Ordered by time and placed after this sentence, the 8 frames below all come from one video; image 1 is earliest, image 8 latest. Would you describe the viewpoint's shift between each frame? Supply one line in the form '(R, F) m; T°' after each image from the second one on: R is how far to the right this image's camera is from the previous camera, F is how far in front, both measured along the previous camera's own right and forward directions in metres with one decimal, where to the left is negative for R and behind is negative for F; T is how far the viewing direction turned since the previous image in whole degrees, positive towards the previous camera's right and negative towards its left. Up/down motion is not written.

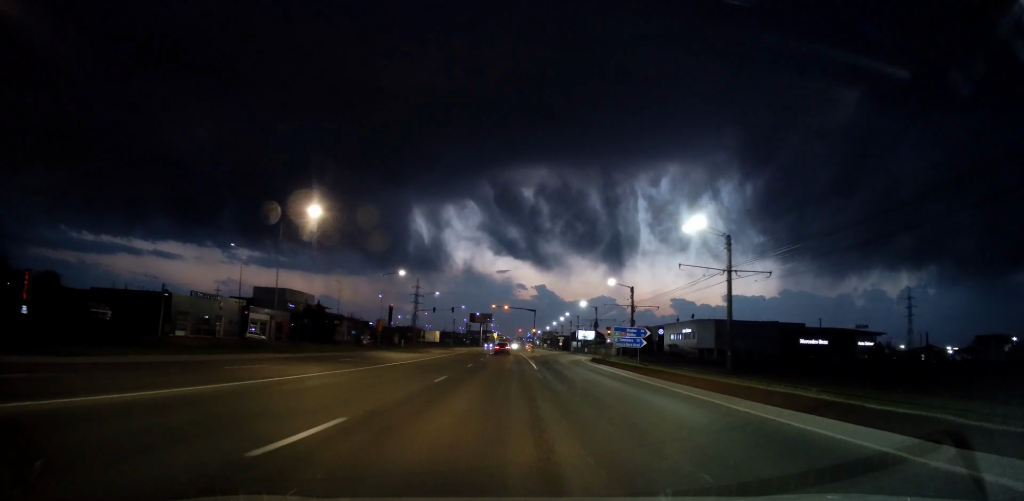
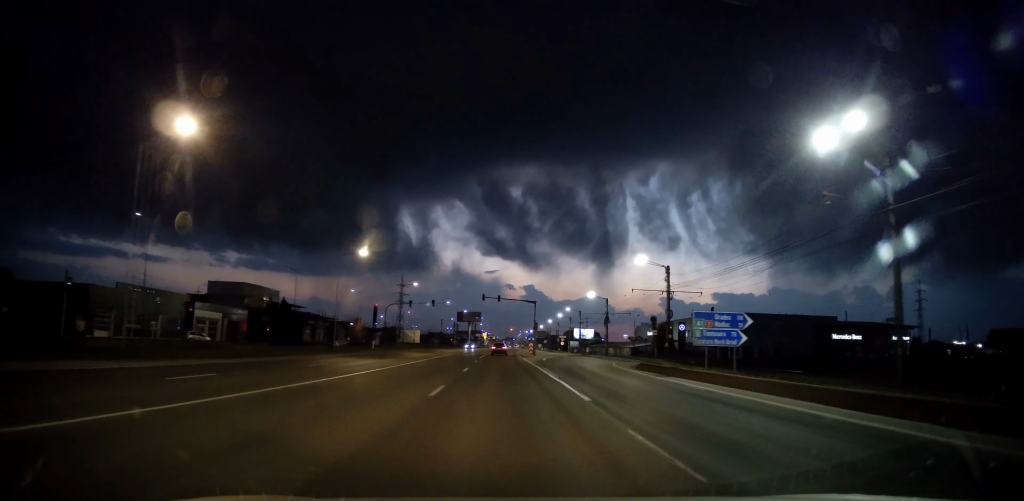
(+0.1, +15.7) m; 0°
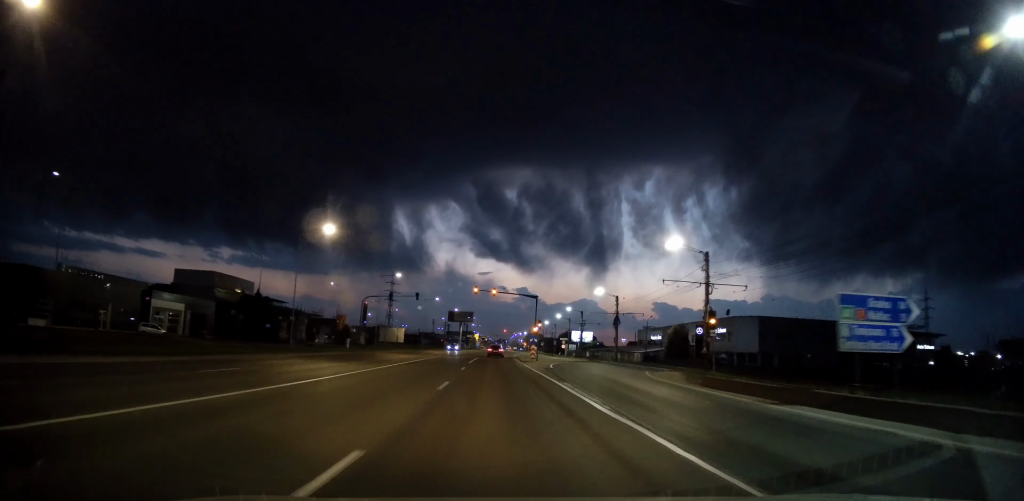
(-0.1, +9.8) m; 0°
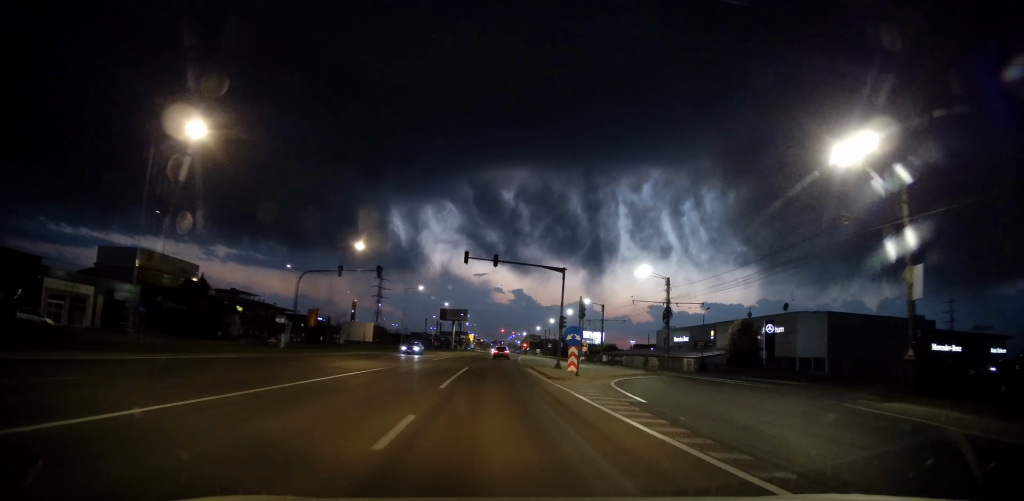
(+0.3, +20.1) m; +2°
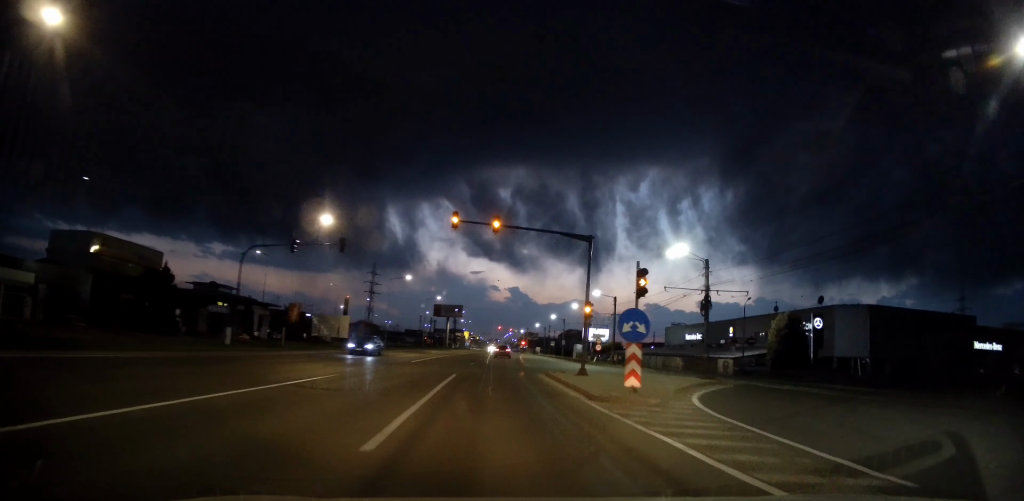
(+0.3, +9.3) m; 0°
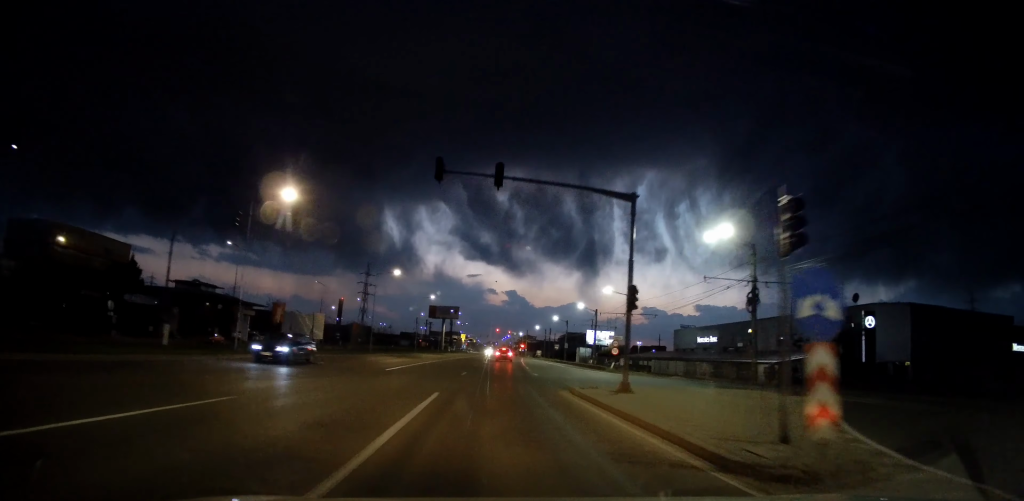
(-0.1, +7.3) m; 0°
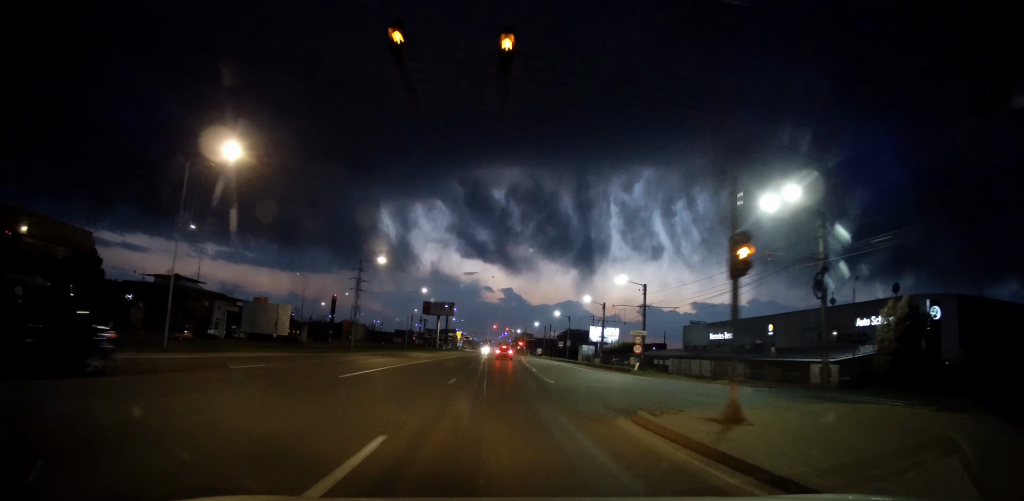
(-0.2, +7.3) m; 0°
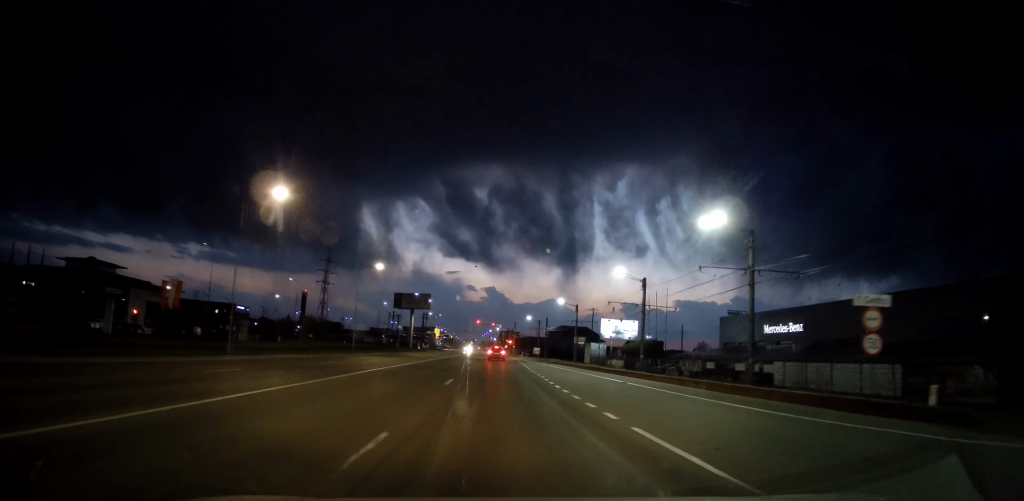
(+0.8, +24.8) m; +2°
